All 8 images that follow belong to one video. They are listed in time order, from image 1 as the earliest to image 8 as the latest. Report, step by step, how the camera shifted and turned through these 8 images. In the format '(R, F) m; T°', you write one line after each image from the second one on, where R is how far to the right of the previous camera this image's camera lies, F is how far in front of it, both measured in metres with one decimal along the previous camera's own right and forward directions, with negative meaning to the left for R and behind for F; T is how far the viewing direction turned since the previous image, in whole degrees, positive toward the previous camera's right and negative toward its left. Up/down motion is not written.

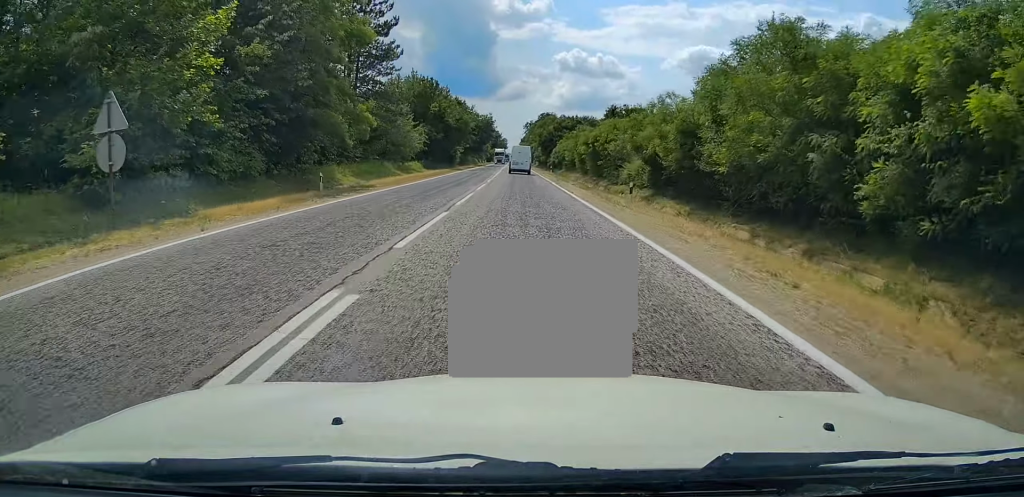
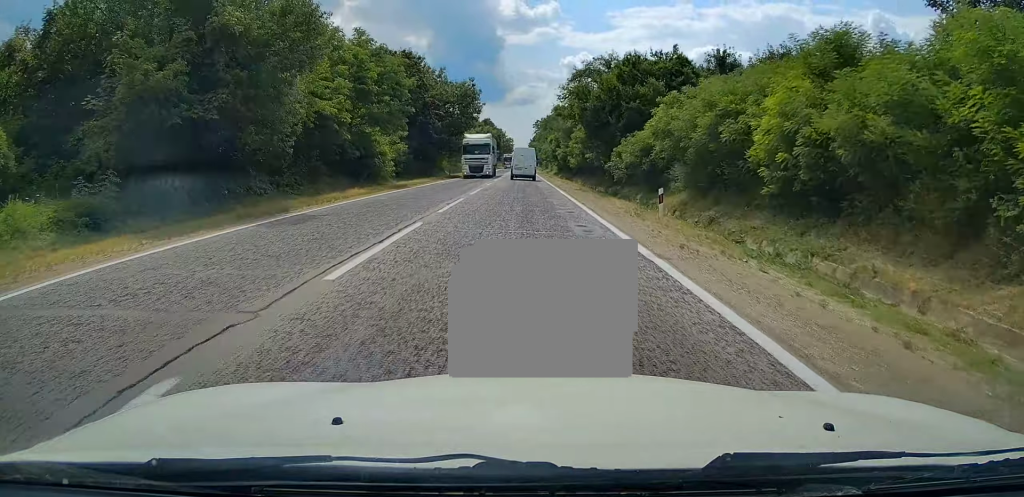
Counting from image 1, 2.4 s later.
(-1.2, +55.8) m; 0°
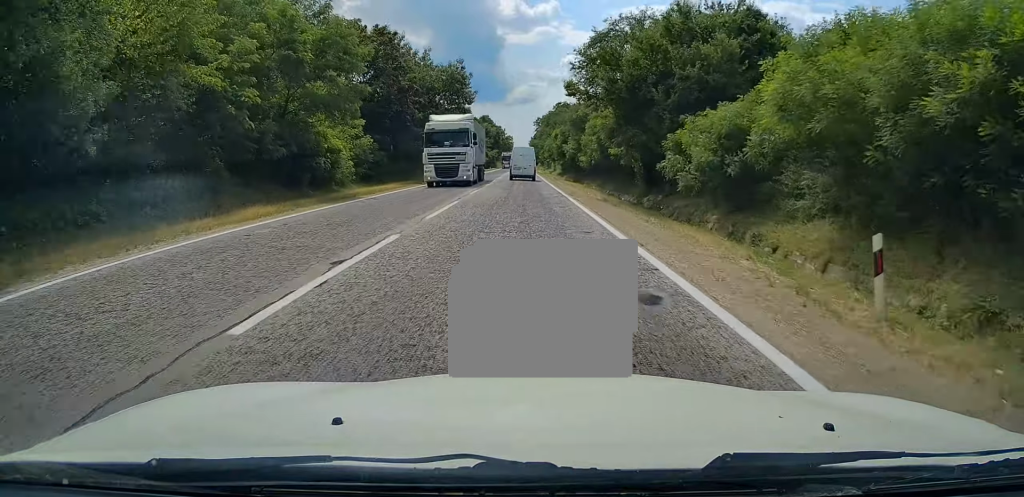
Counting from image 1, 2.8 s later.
(+0.3, +10.9) m; 0°
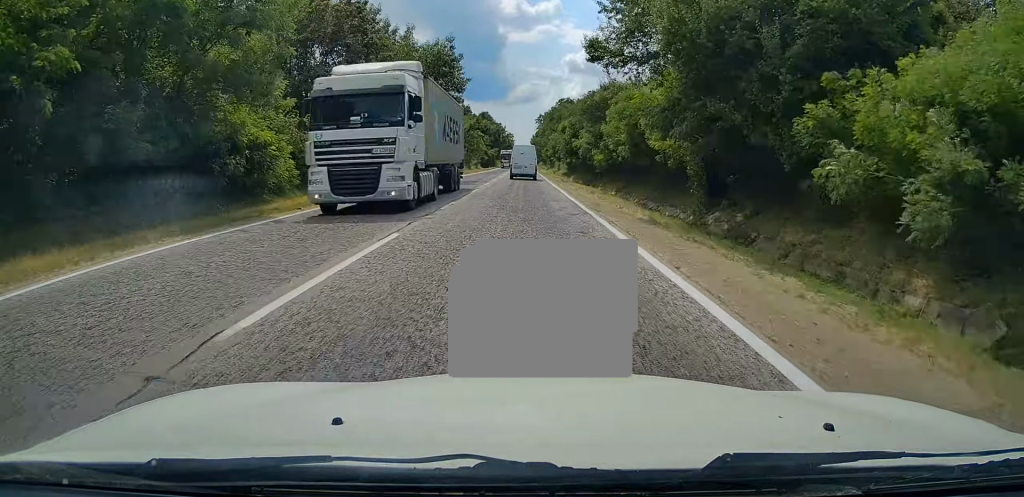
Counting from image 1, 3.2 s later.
(+0.2, +9.4) m; 0°
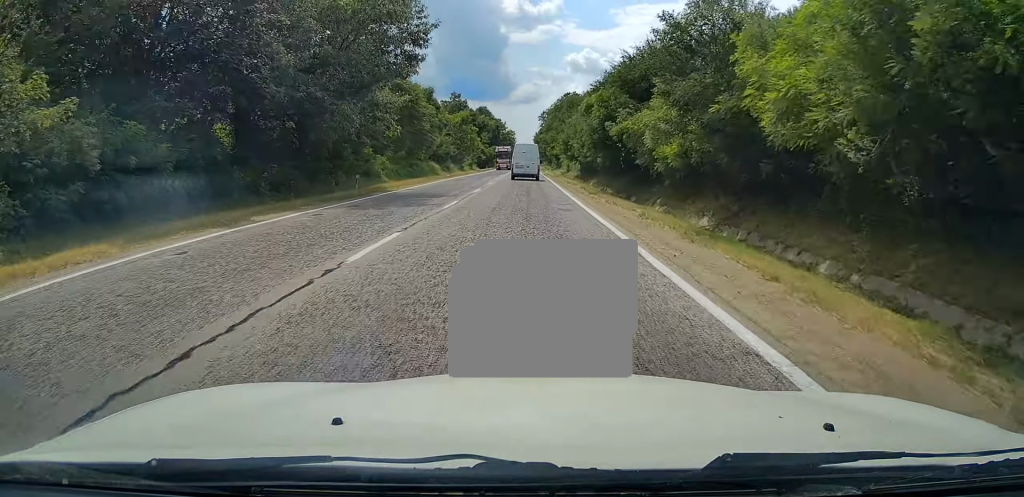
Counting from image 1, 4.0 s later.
(-0.3, +17.8) m; -1°
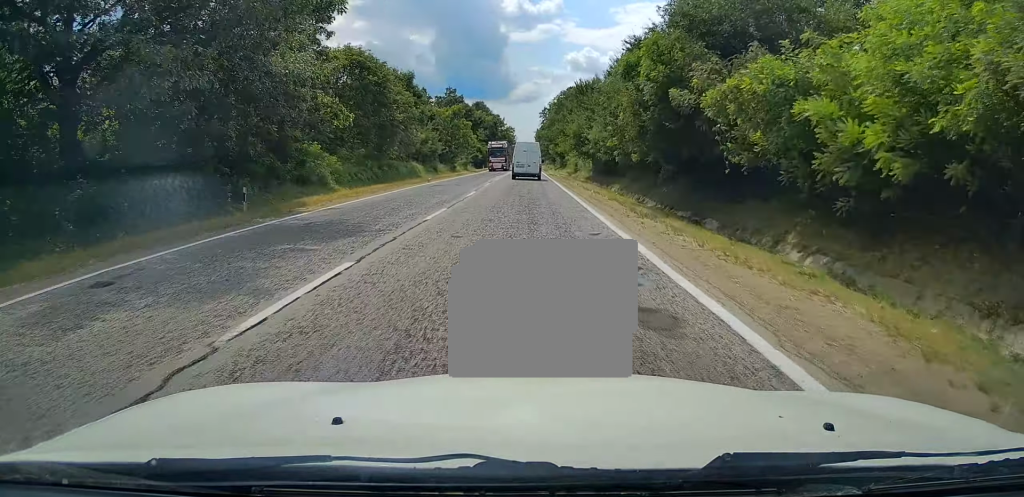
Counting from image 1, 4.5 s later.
(-0.1, +12.3) m; 0°
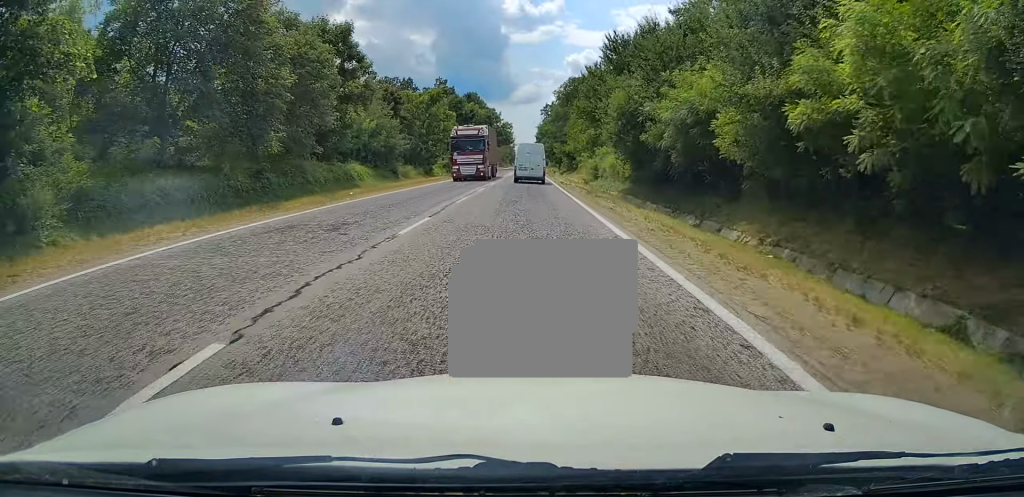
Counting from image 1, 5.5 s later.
(0.0, +21.4) m; 0°
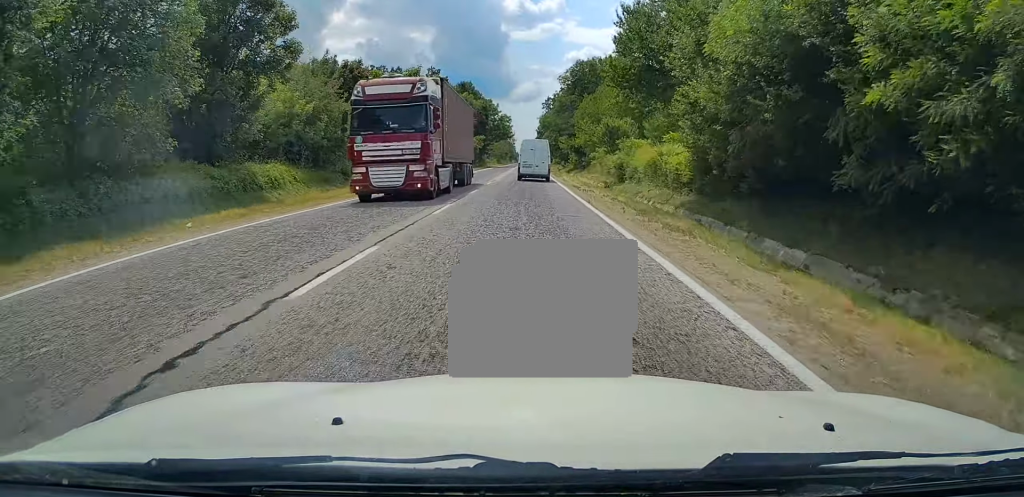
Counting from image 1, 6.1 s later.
(-0.1, +13.5) m; 0°
